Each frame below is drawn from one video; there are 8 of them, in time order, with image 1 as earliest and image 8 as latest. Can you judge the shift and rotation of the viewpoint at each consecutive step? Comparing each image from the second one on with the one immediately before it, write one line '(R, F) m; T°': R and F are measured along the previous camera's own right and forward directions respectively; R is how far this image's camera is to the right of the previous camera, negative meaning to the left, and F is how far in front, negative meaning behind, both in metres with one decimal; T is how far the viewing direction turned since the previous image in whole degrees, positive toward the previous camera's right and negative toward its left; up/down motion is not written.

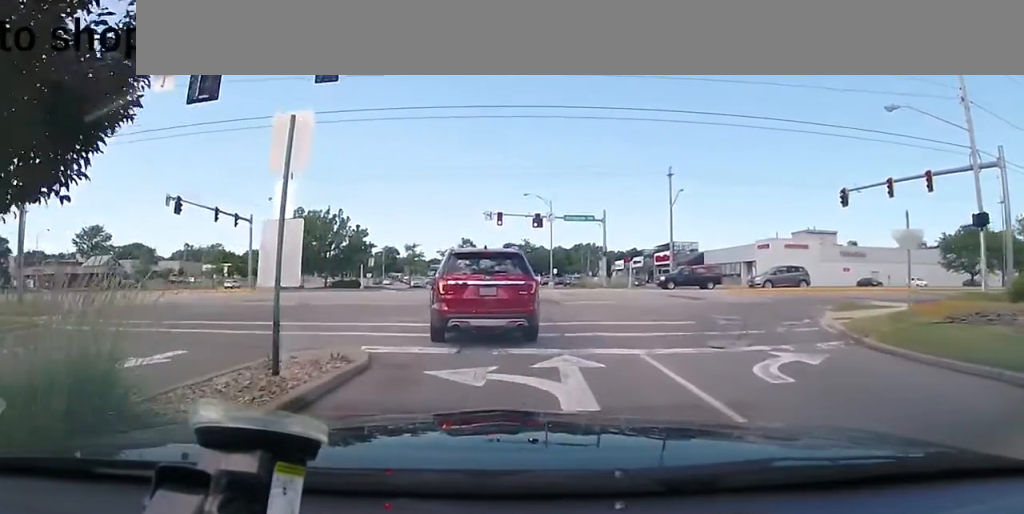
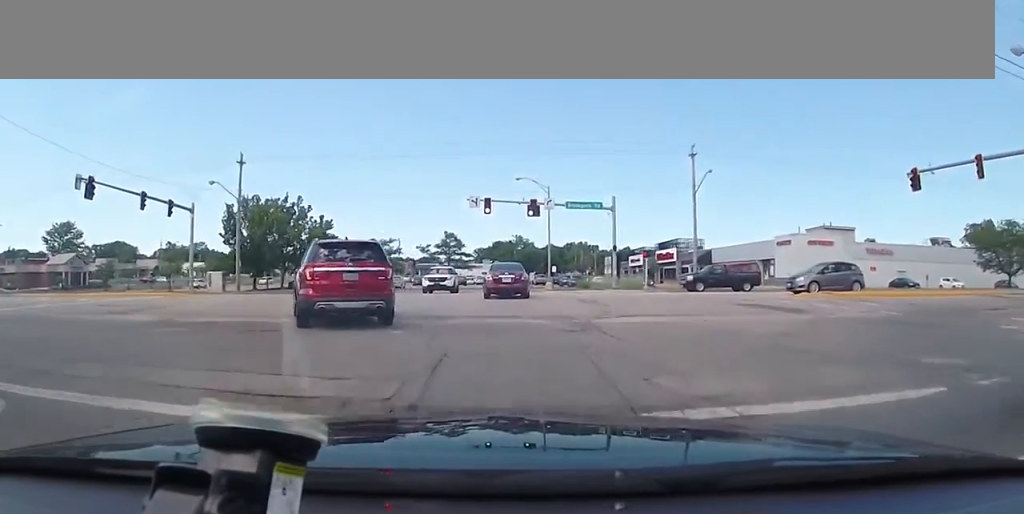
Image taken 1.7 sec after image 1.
(-0.1, +7.9) m; -1°
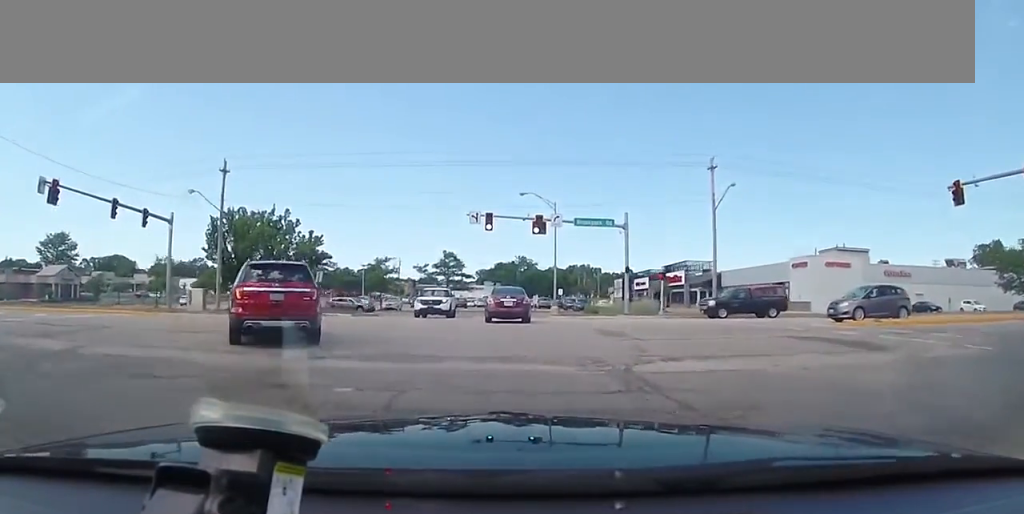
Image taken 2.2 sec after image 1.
(0.0, +3.2) m; 0°
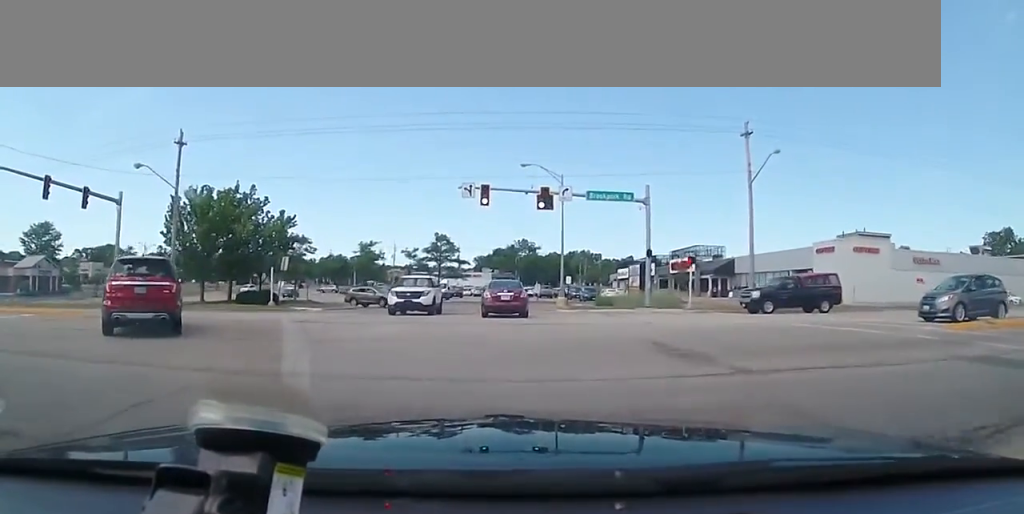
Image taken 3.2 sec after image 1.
(0.0, +5.9) m; 0°
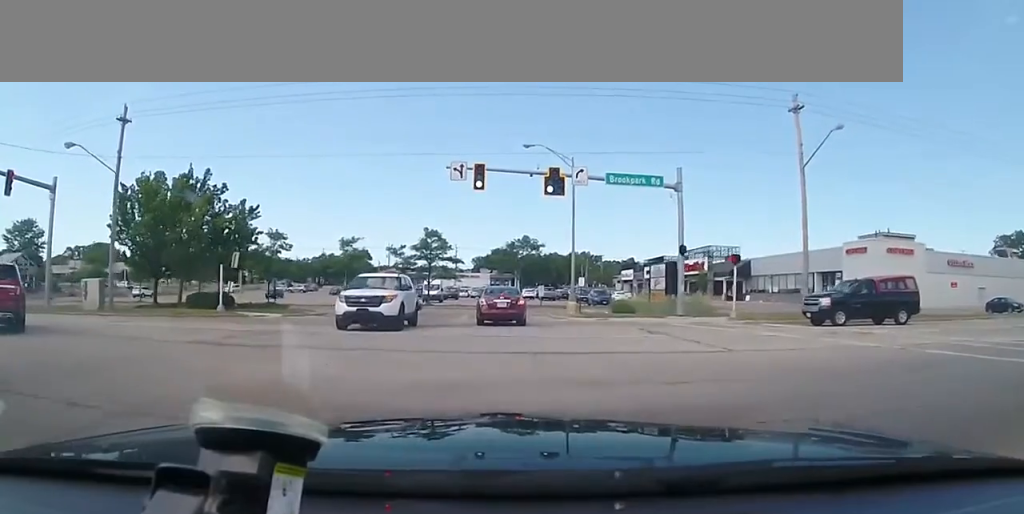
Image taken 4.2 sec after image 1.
(0.0, +6.0) m; 0°
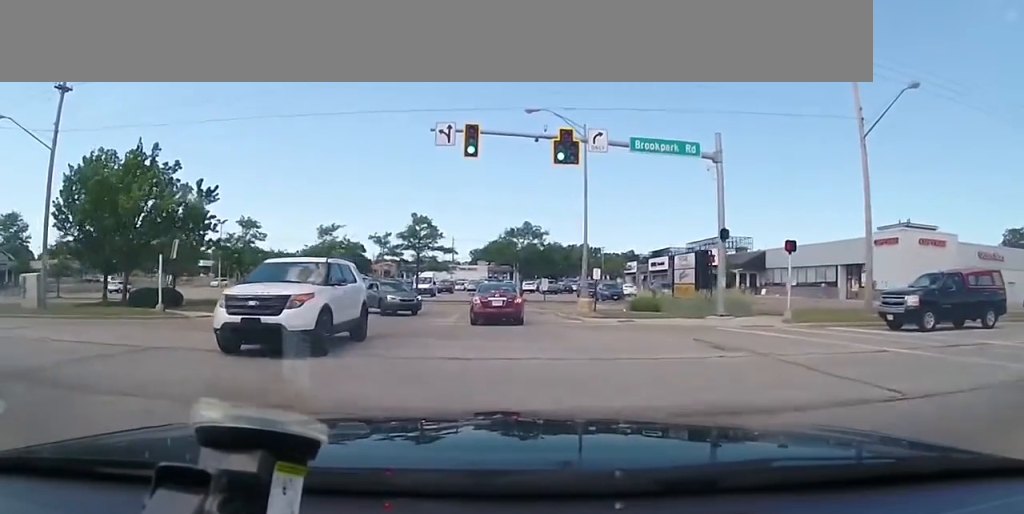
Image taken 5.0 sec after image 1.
(0.0, +5.2) m; 0°
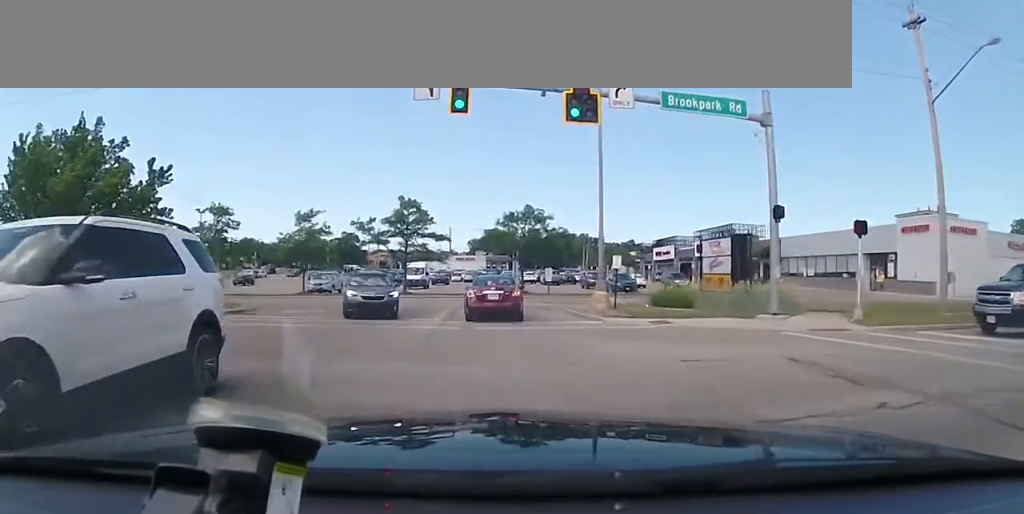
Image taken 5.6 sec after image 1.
(0.0, +4.3) m; 0°
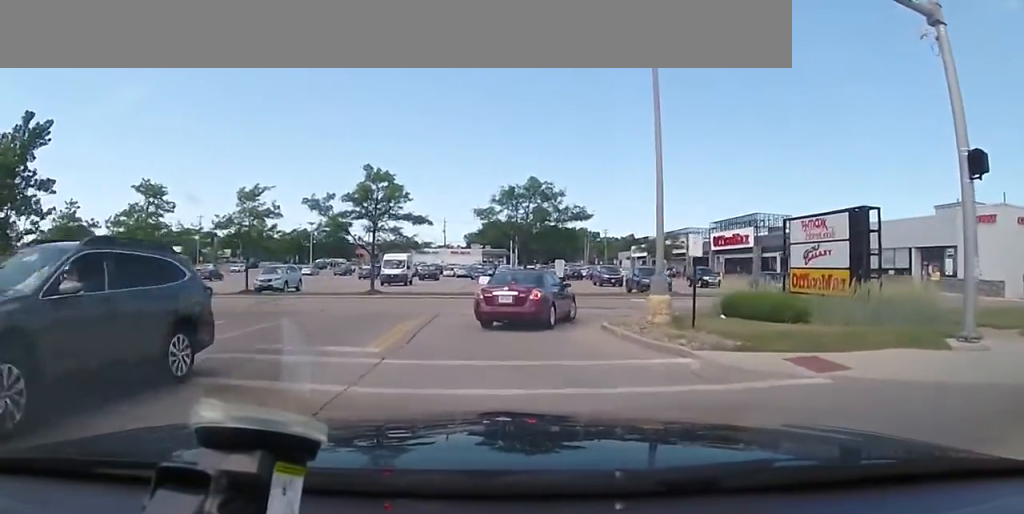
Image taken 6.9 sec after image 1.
(0.0, +8.7) m; 0°
